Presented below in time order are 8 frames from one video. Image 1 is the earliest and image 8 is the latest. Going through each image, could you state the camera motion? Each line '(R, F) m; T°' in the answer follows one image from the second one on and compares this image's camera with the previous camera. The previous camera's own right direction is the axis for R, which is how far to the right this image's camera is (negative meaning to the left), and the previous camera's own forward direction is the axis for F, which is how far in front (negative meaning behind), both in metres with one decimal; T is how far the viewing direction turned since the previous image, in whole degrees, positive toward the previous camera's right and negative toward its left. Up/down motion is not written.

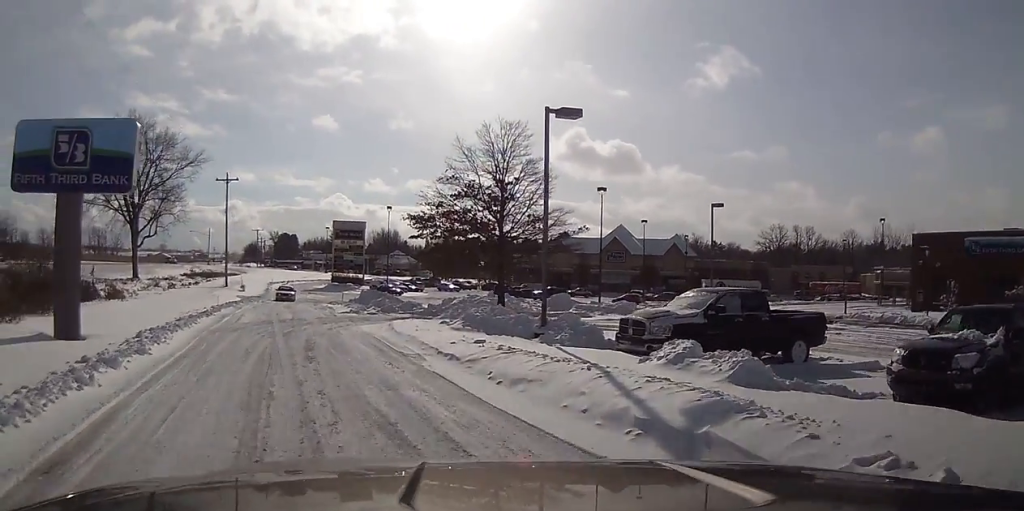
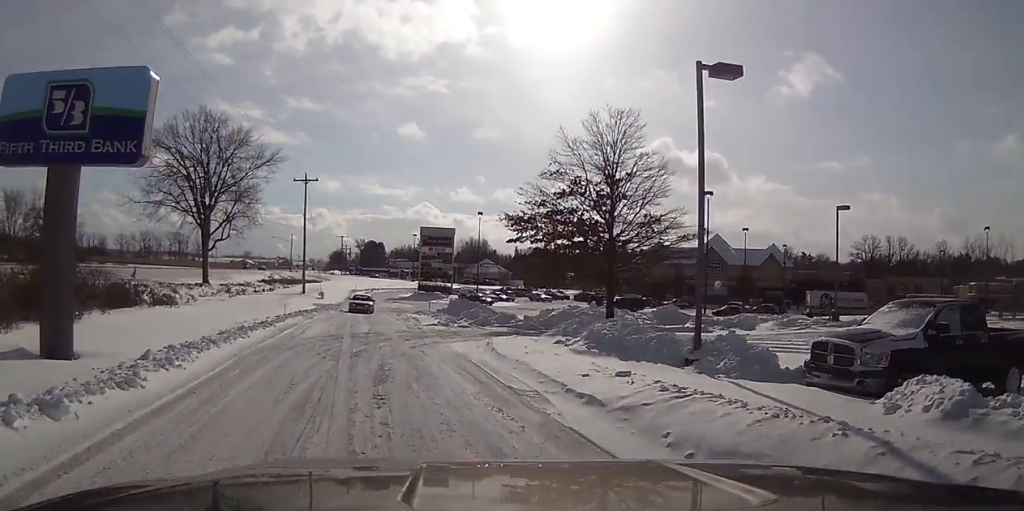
(-0.5, +4.4) m; -12°
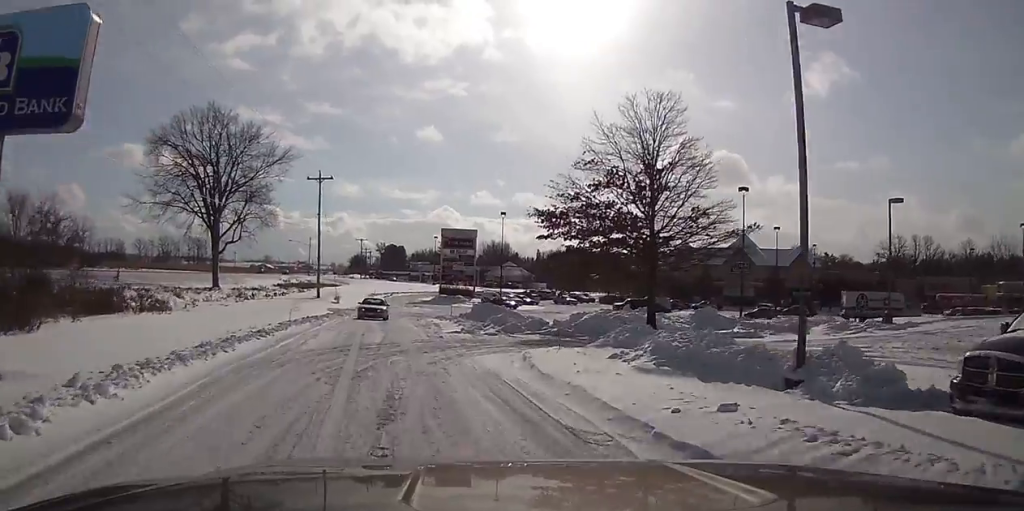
(-0.3, +3.2) m; -3°
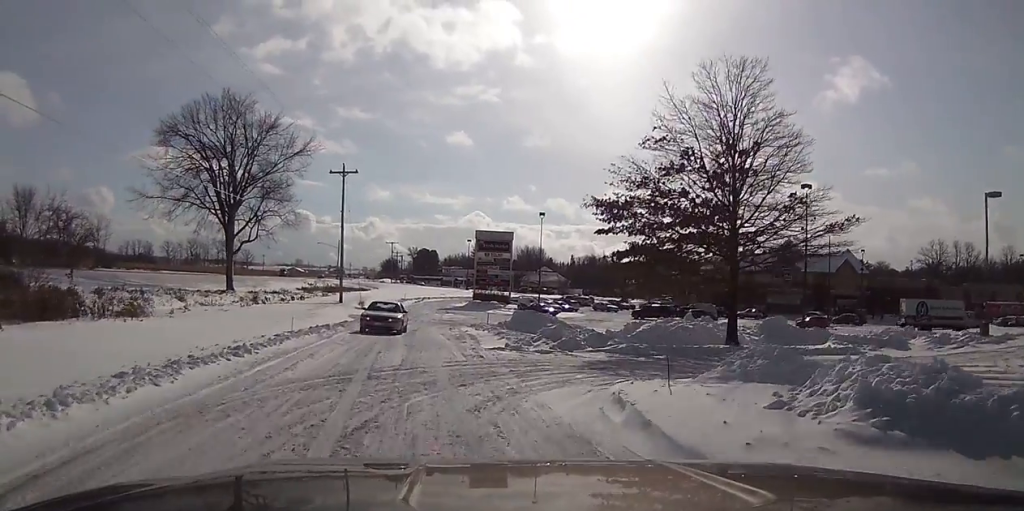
(-0.2, +5.4) m; -2°
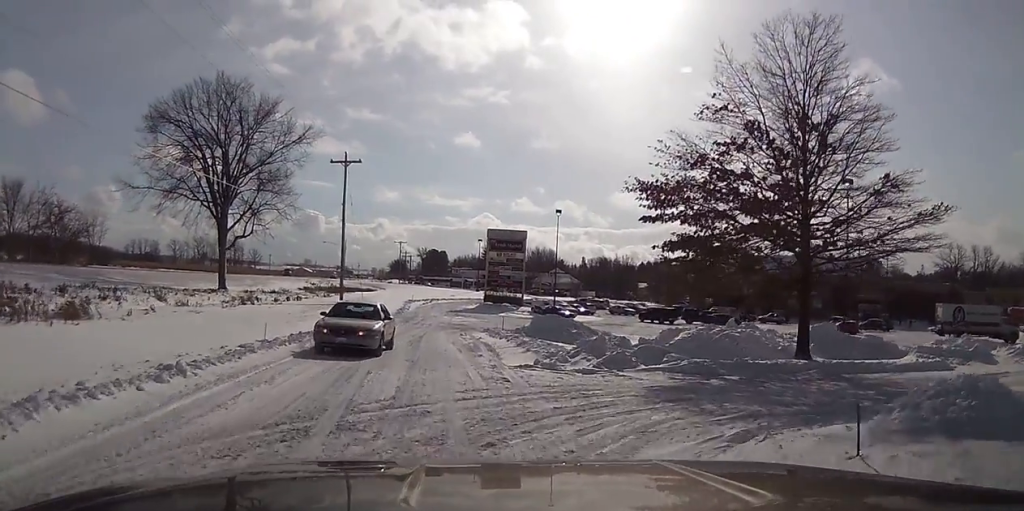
(0.0, +4.7) m; 0°
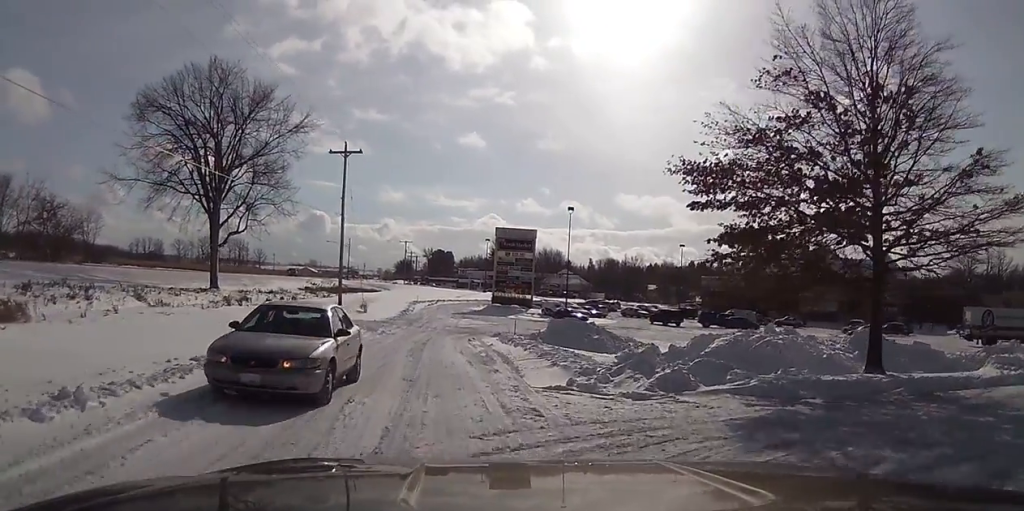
(0.0, +3.6) m; 0°
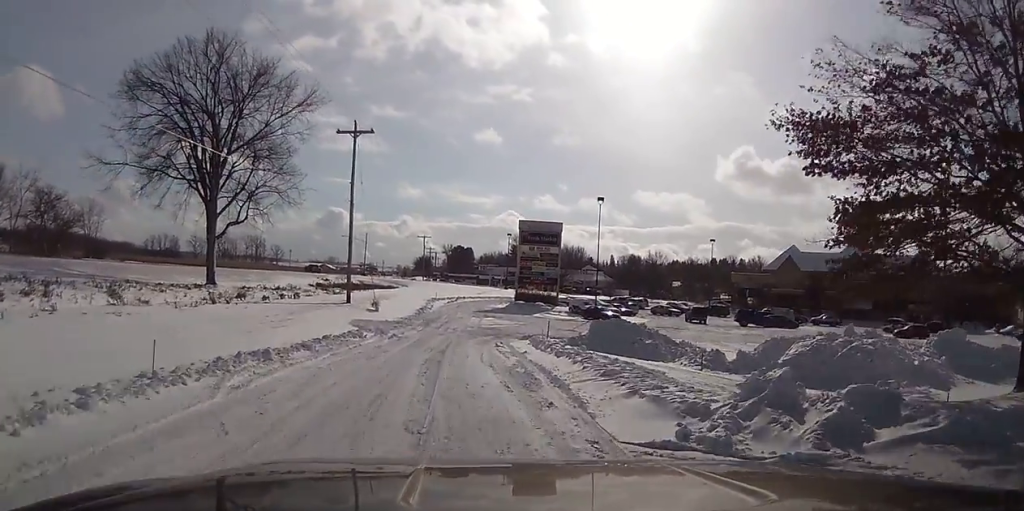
(0.0, +5.1) m; 0°
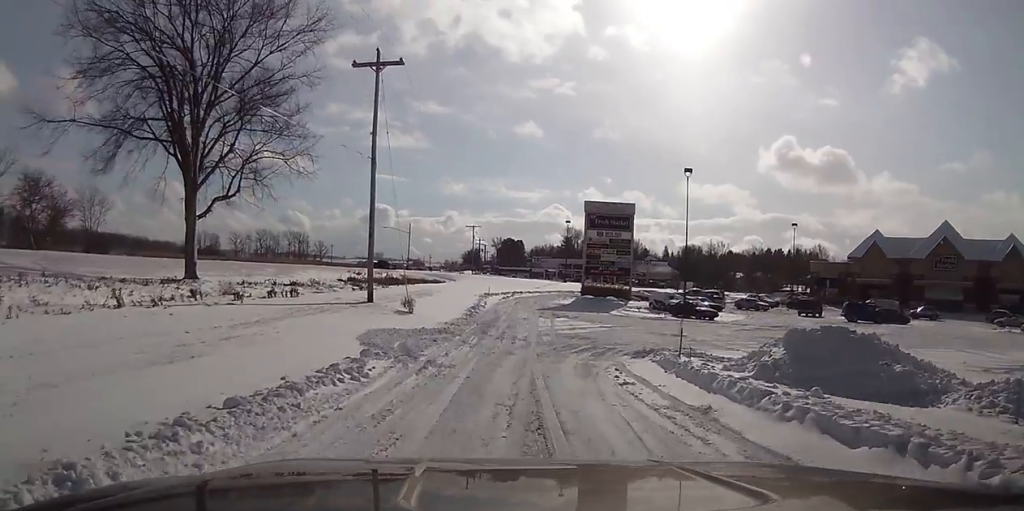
(-0.8, +12.3) m; -7°
